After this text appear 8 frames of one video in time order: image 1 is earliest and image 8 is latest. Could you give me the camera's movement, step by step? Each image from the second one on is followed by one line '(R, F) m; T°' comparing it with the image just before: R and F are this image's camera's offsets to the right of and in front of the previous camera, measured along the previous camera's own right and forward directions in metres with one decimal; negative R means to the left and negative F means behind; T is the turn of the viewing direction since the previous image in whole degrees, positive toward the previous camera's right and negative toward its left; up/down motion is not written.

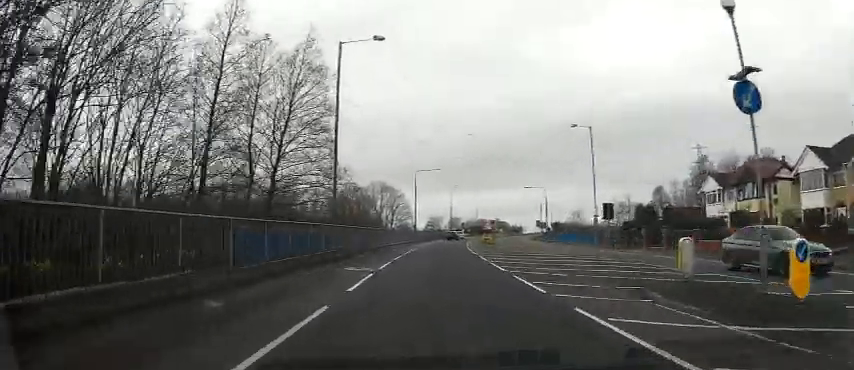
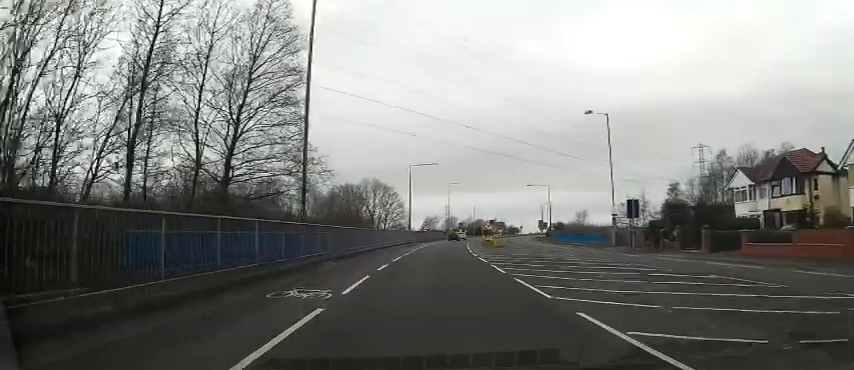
(+0.1, +6.5) m; +1°
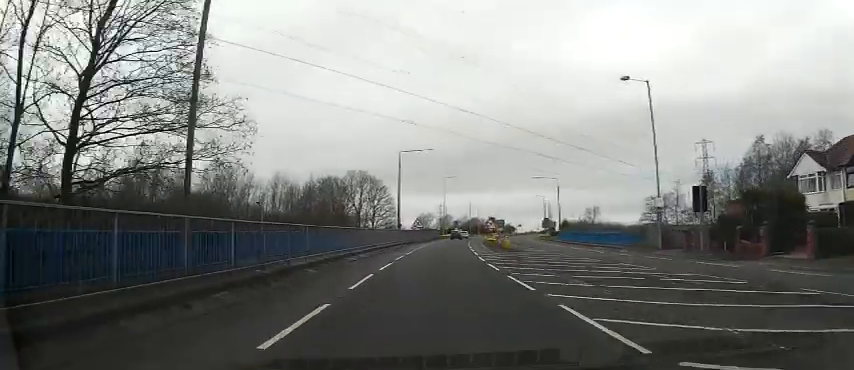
(0.0, +10.3) m; 0°
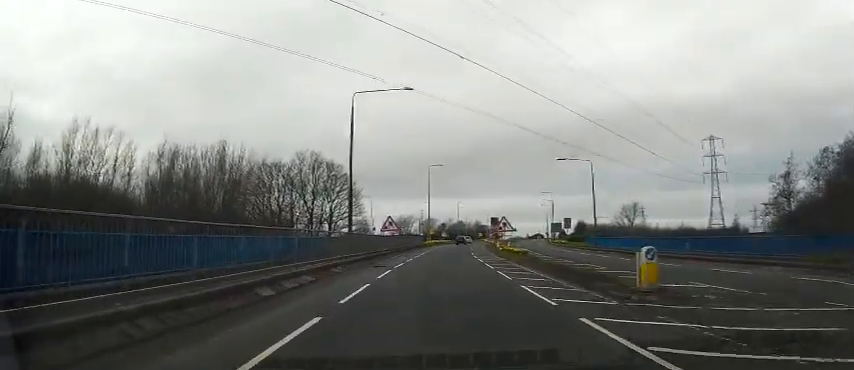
(0.0, +25.2) m; +2°
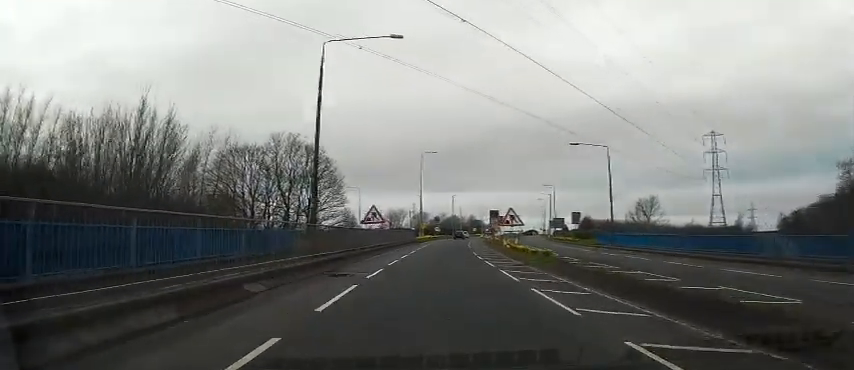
(+0.3, +7.6) m; +2°
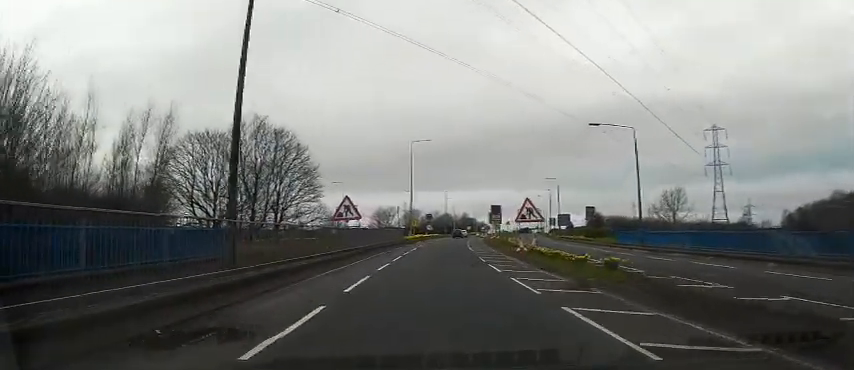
(+0.1, +9.2) m; +1°
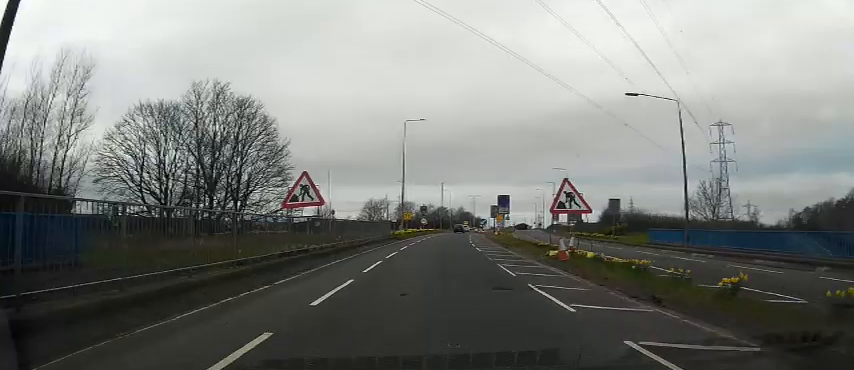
(0.0, +8.7) m; 0°
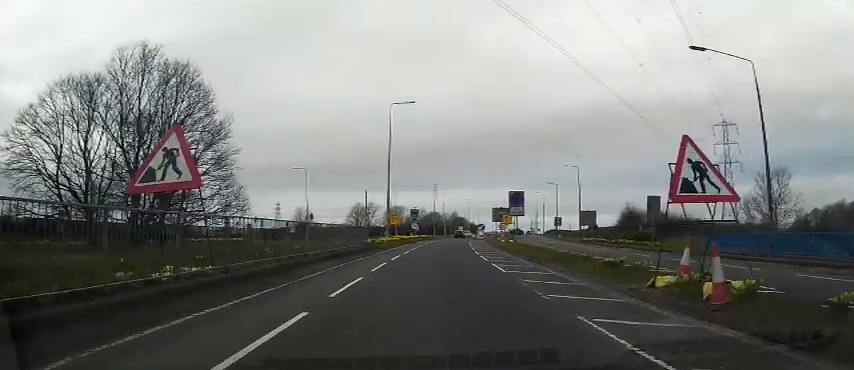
(0.0, +10.2) m; 0°
